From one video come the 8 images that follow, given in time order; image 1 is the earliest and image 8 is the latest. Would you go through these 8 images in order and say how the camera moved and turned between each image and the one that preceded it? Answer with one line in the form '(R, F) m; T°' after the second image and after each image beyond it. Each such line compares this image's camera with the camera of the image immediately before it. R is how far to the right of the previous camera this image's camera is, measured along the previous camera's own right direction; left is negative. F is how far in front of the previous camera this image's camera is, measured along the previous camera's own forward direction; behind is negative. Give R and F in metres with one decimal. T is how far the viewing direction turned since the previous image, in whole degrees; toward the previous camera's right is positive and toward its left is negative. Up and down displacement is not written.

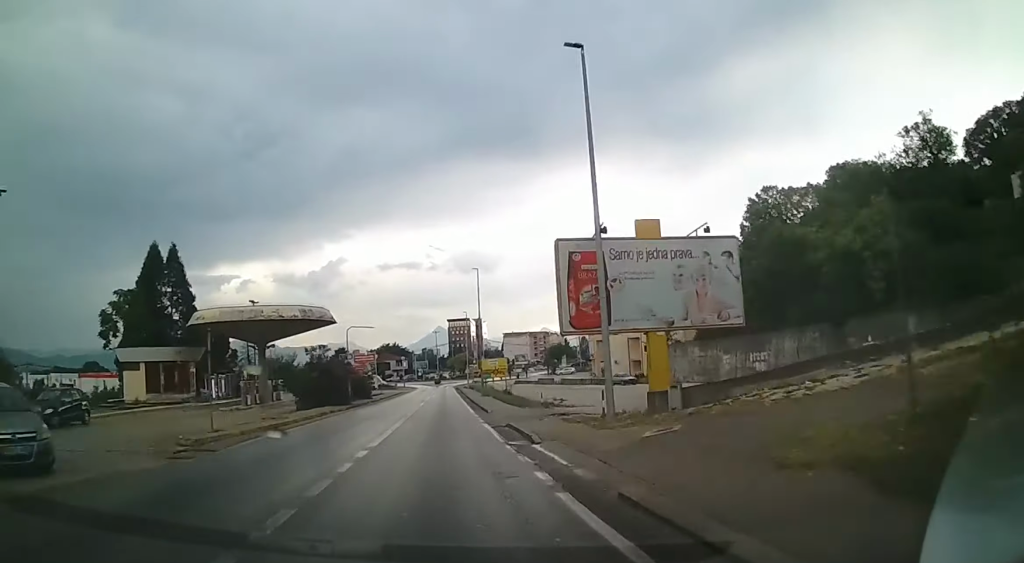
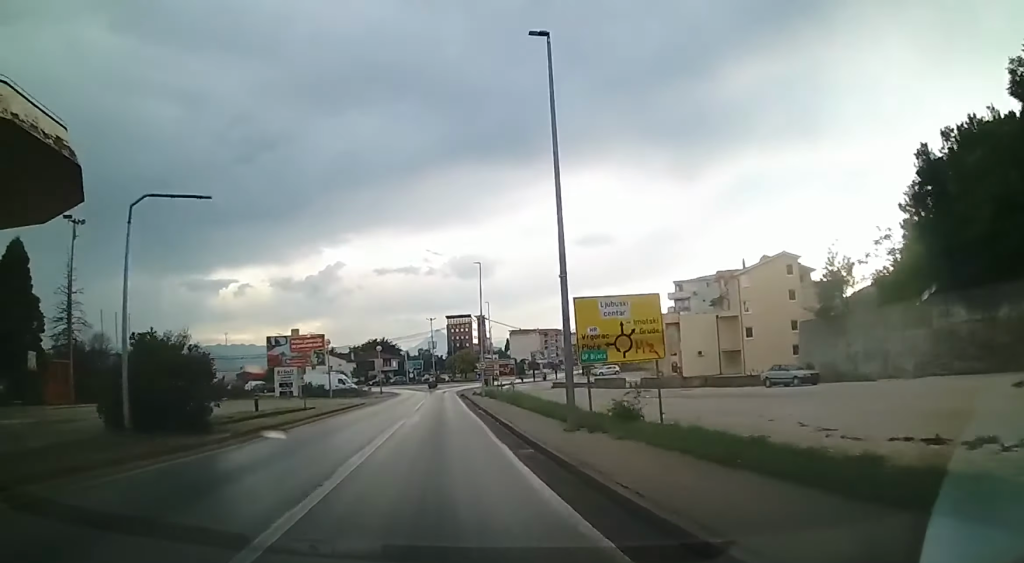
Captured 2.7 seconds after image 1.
(+0.3, +33.2) m; 0°
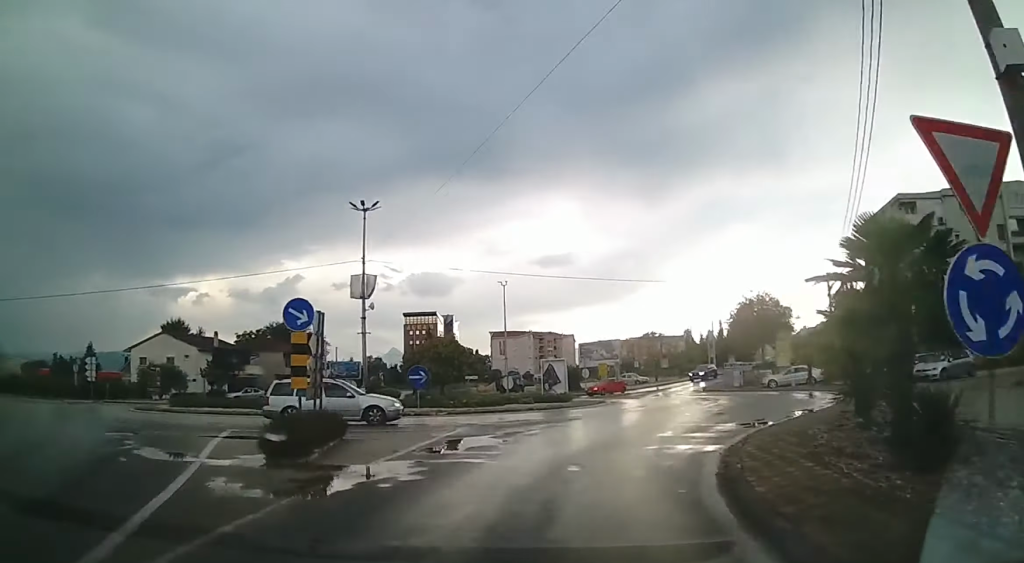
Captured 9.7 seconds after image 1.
(-2.0, +67.9) m; -9°
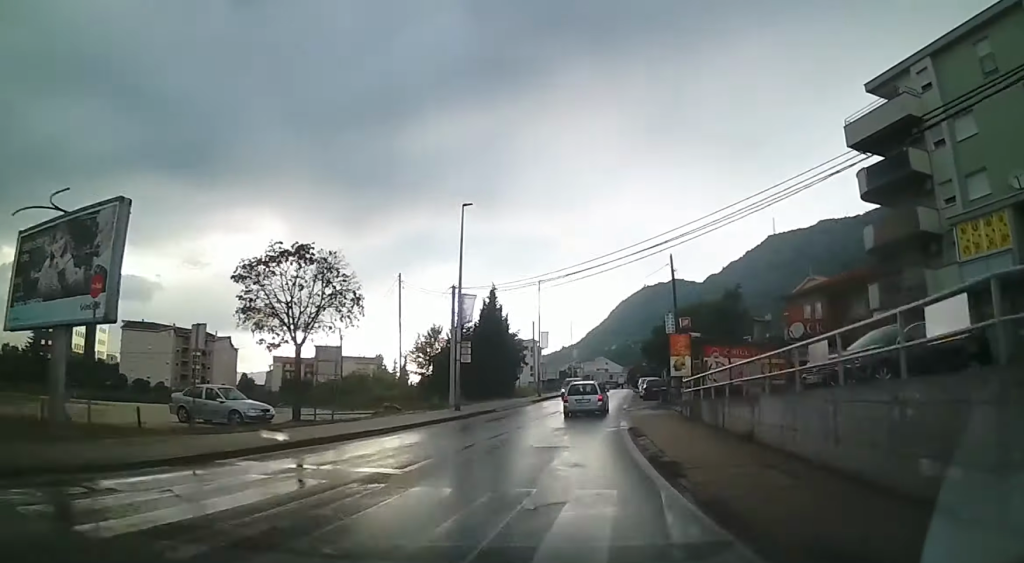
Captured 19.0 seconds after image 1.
(-16.0, +64.6) m; -29°
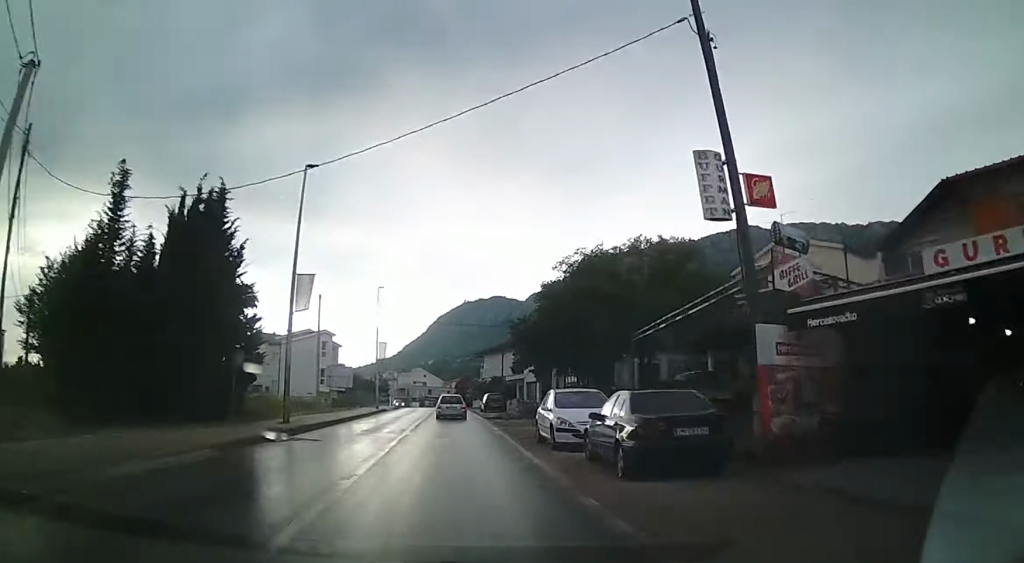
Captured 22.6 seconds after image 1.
(-3.0, +29.4) m; -10°
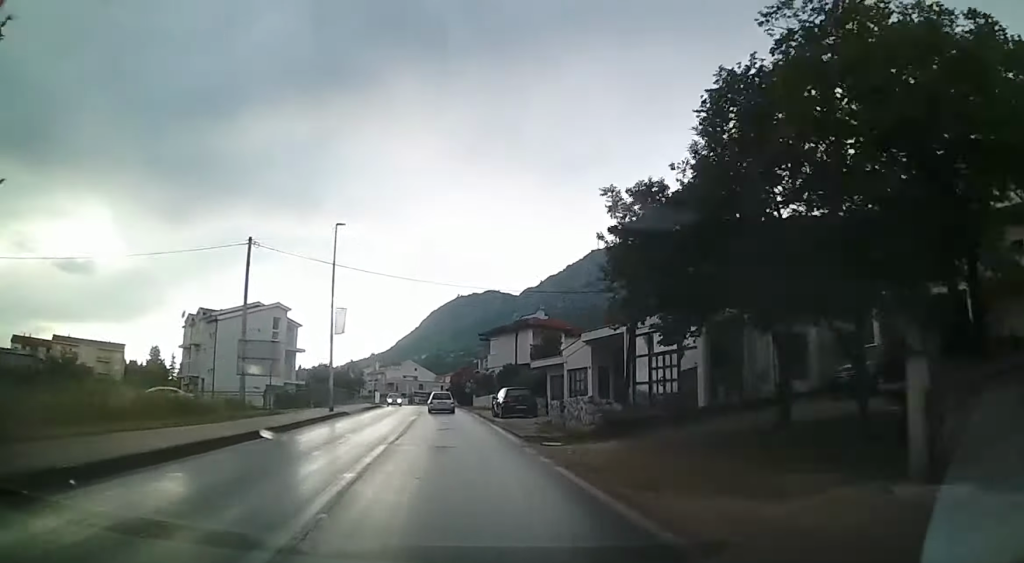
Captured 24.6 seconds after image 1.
(-1.1, +18.9) m; 0°
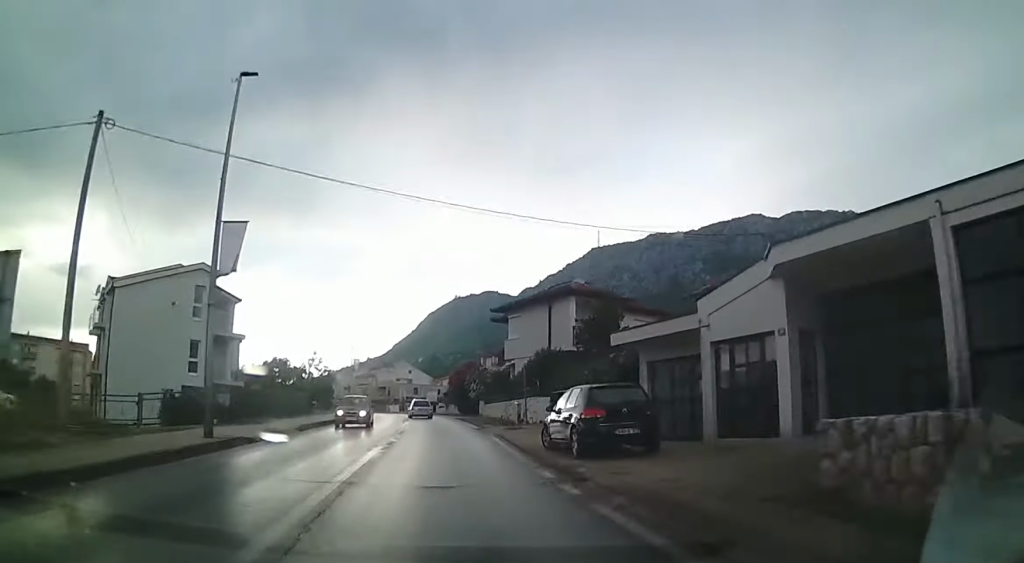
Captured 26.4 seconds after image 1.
(-1.0, +17.7) m; 0°
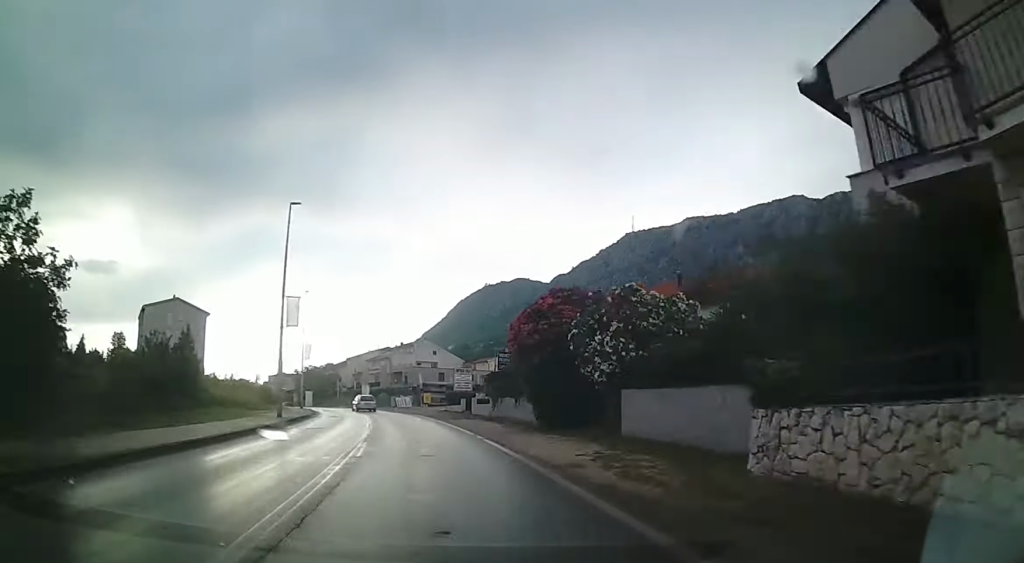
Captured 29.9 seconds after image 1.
(+1.5, +37.4) m; +7°
